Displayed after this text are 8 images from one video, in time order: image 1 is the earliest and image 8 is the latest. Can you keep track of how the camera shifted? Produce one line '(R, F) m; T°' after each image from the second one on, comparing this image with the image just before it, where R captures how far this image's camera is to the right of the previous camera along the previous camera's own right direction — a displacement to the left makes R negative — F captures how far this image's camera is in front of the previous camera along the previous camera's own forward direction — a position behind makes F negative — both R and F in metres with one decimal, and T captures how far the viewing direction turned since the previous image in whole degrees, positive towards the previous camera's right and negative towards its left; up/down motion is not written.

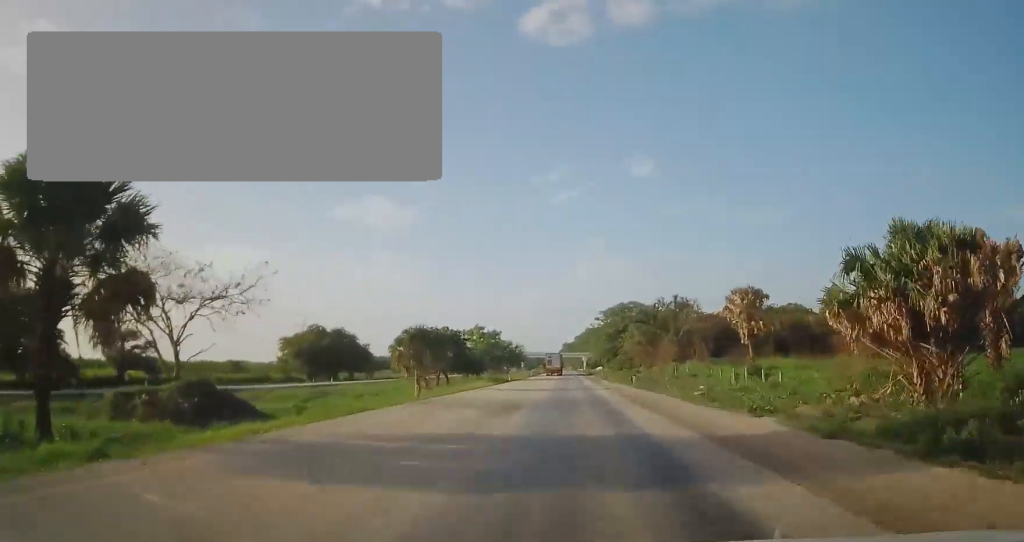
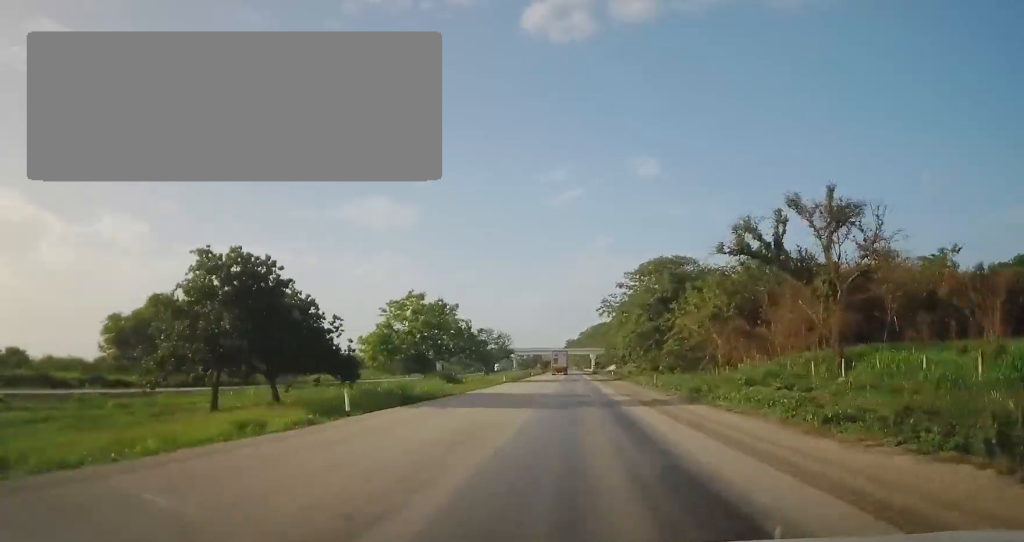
(-0.5, +49.4) m; -2°
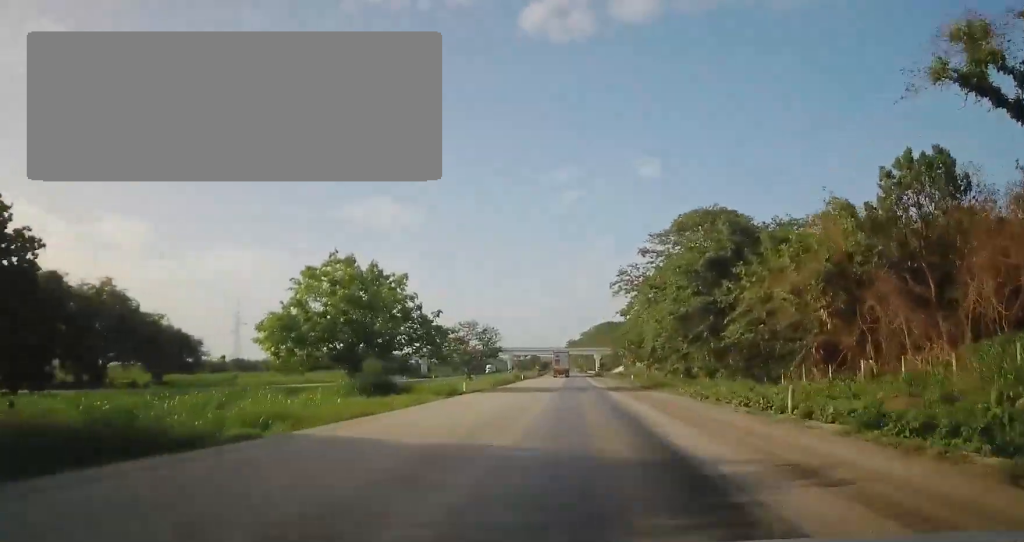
(-0.4, +22.3) m; -1°
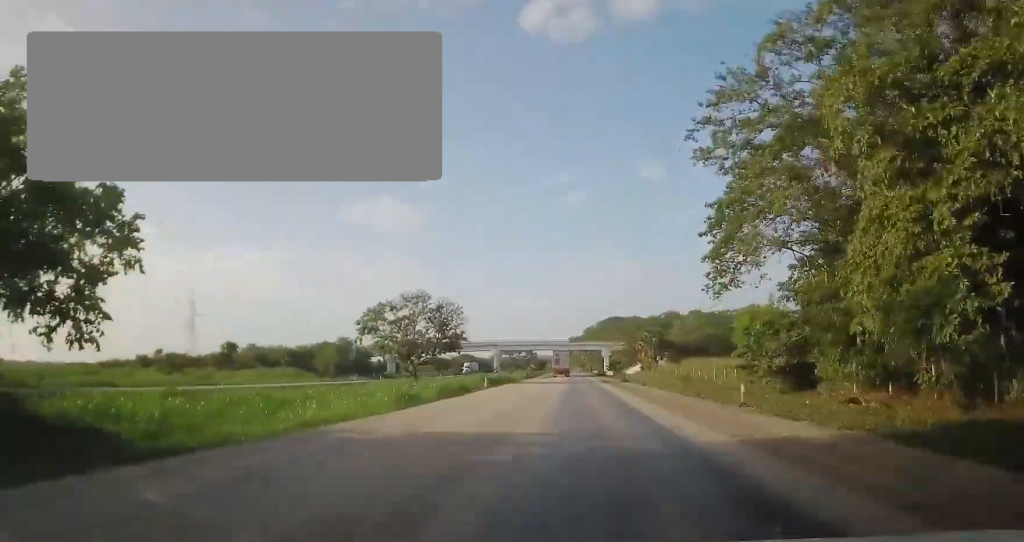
(0.0, +34.1) m; 0°
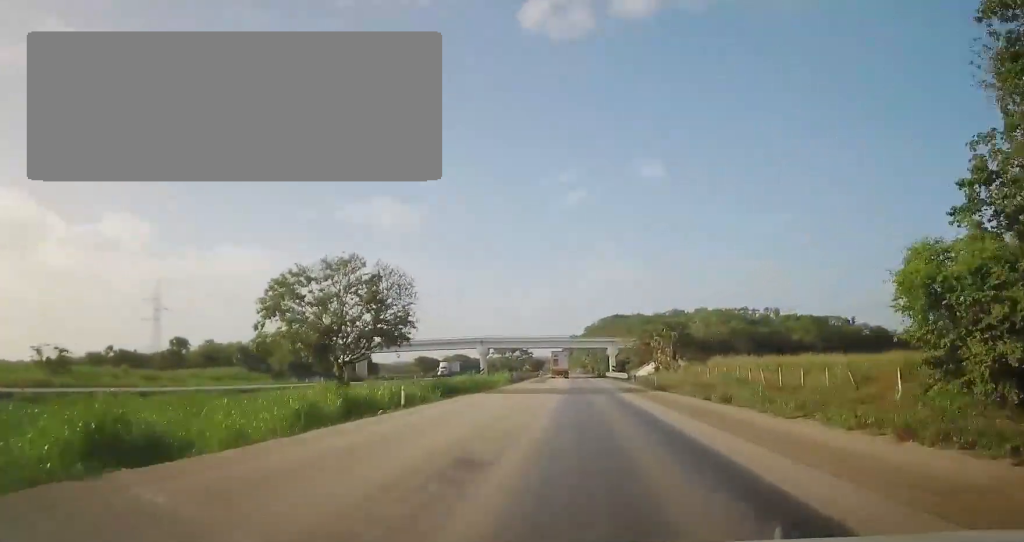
(+0.1, +20.3) m; 0°
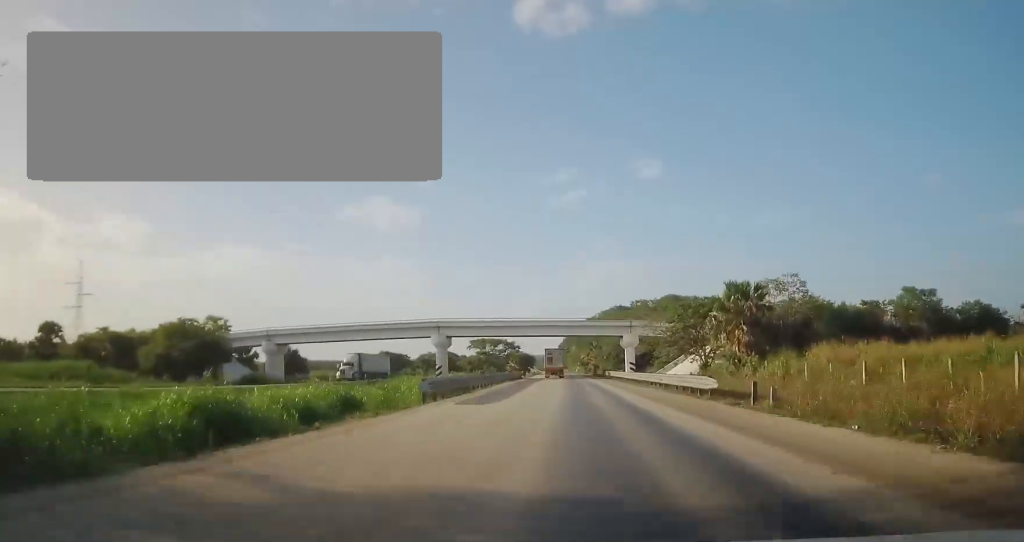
(+0.4, +36.8) m; +2°
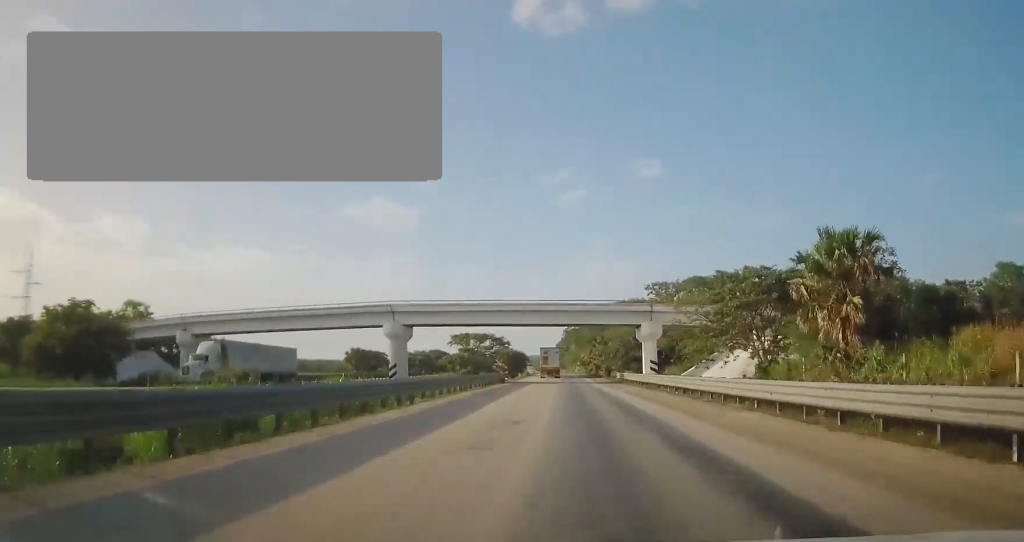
(+0.7, +20.3) m; 0°
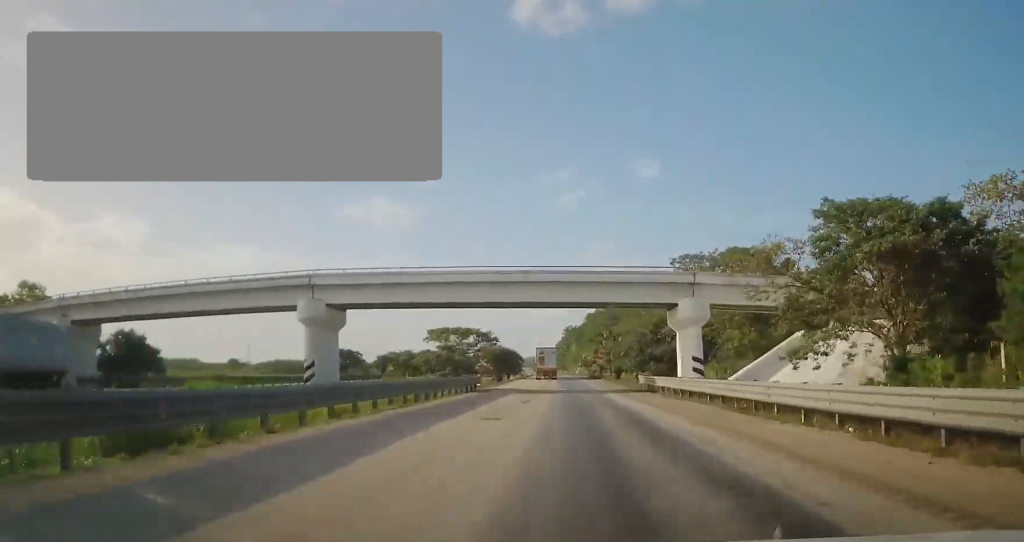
(-0.6, +19.3) m; -1°
